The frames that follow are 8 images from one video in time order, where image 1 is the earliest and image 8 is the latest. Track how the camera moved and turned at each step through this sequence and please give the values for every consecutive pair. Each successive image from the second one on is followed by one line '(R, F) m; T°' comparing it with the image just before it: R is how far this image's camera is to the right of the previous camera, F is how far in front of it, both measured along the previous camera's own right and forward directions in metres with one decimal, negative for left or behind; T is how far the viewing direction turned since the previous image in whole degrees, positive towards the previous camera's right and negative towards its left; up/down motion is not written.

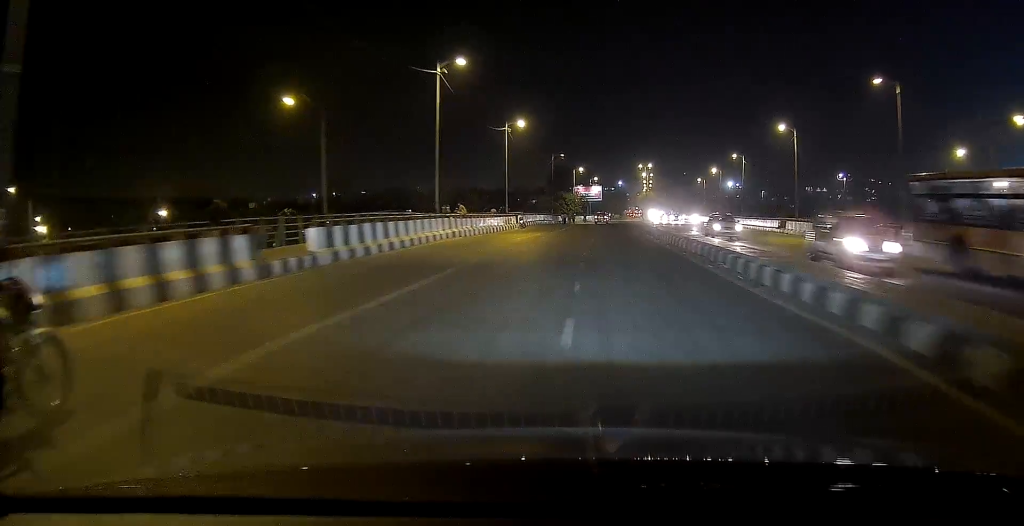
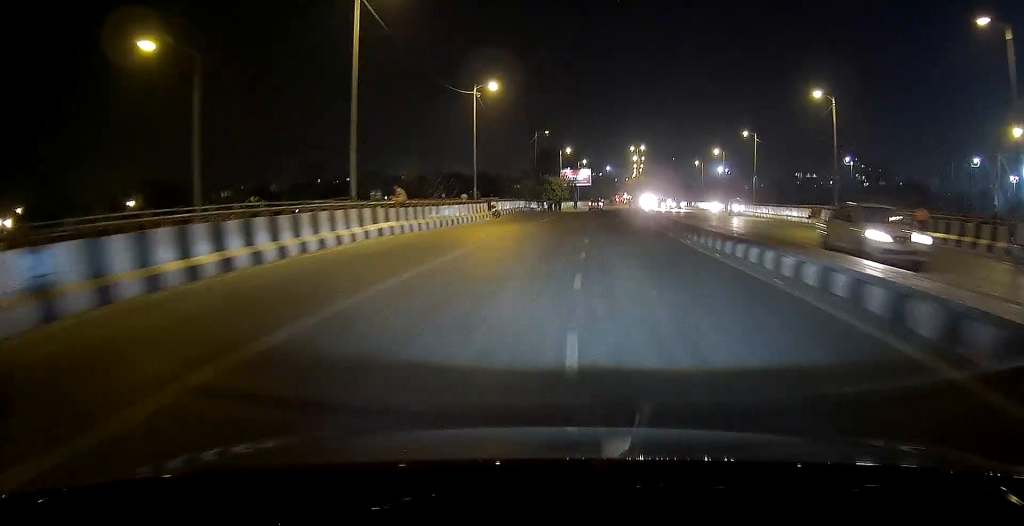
(+0.1, +10.8) m; +1°
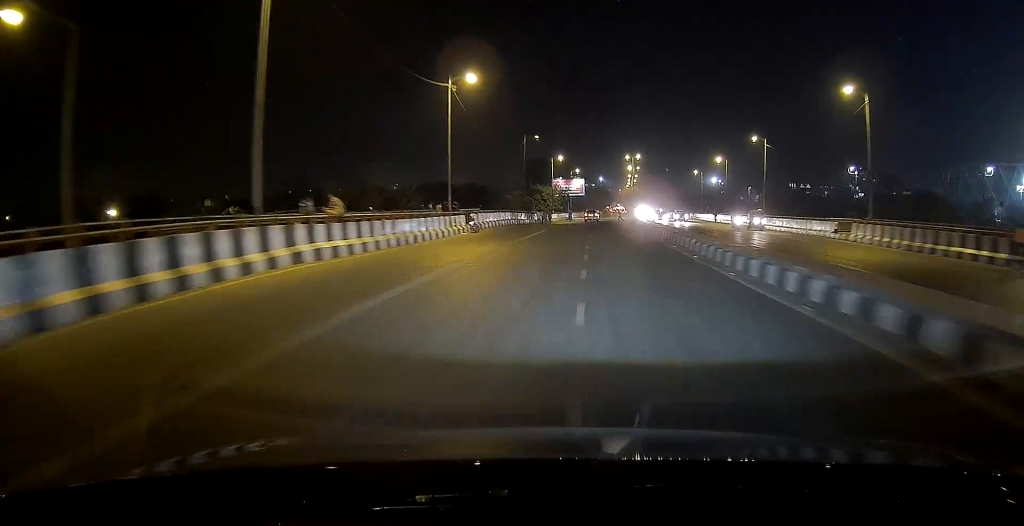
(0.0, +6.4) m; +1°
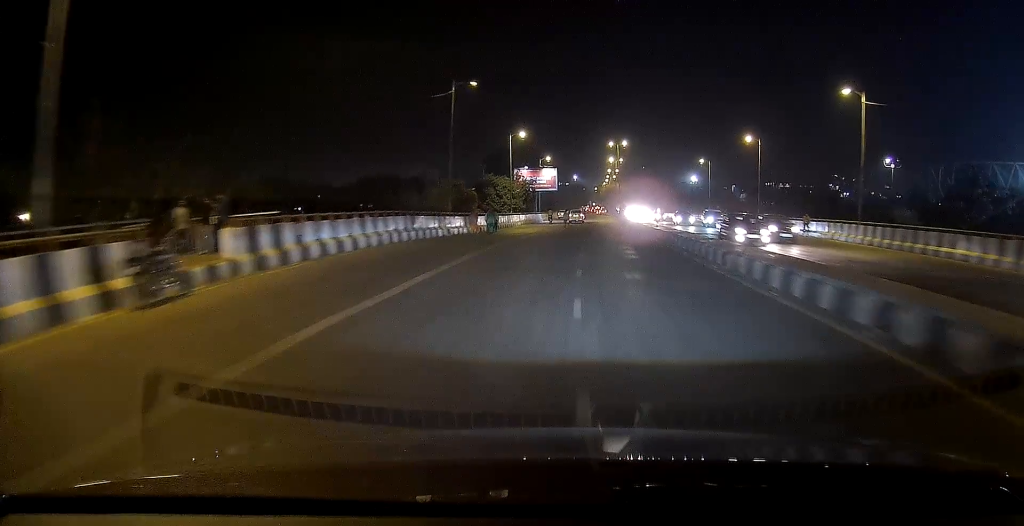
(+0.7, +27.9) m; +2°
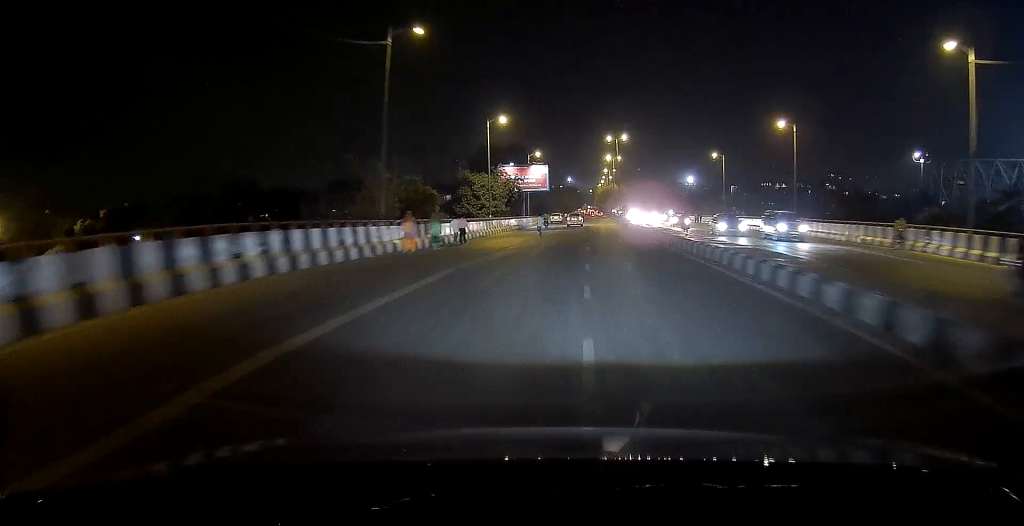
(0.0, +12.4) m; 0°
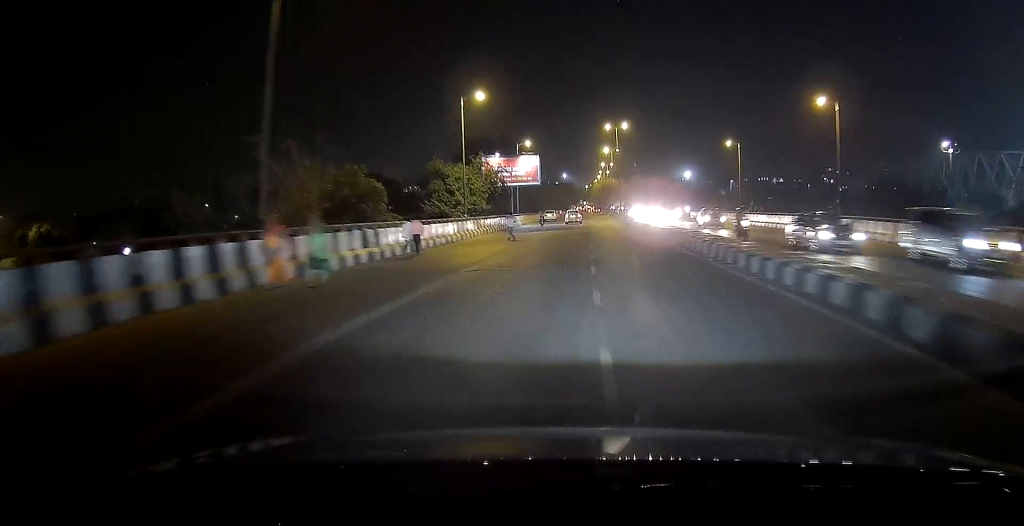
(-0.1, +9.9) m; +1°
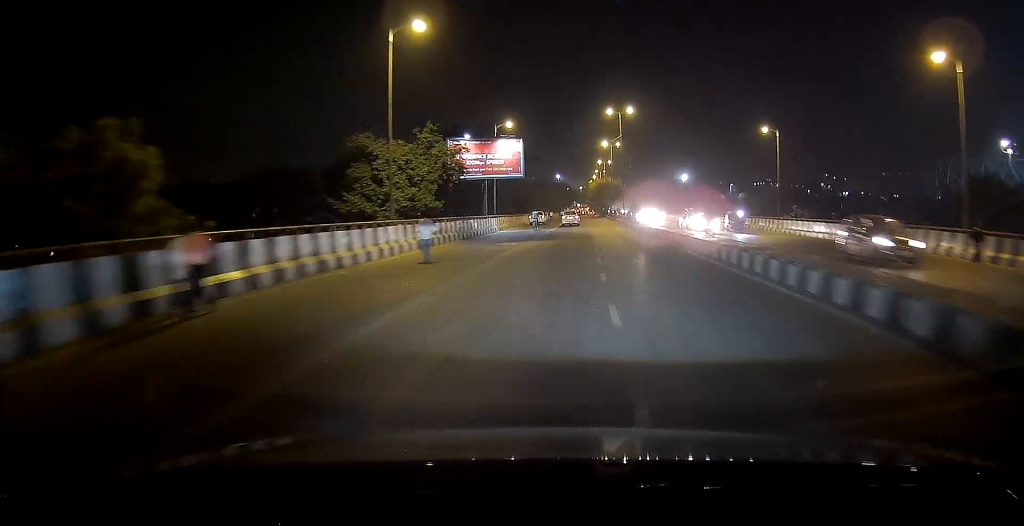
(+0.4, +15.7) m; +1°
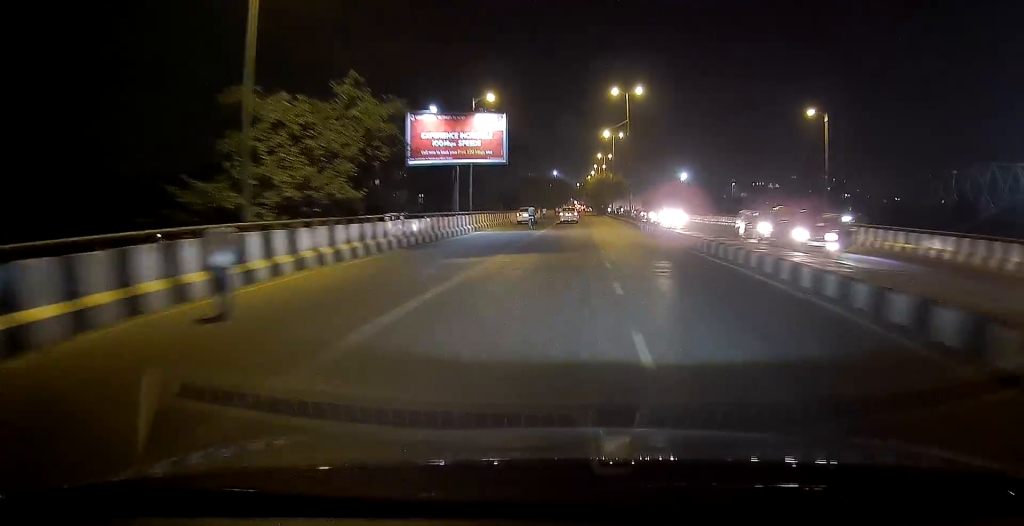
(0.0, +11.6) m; 0°
